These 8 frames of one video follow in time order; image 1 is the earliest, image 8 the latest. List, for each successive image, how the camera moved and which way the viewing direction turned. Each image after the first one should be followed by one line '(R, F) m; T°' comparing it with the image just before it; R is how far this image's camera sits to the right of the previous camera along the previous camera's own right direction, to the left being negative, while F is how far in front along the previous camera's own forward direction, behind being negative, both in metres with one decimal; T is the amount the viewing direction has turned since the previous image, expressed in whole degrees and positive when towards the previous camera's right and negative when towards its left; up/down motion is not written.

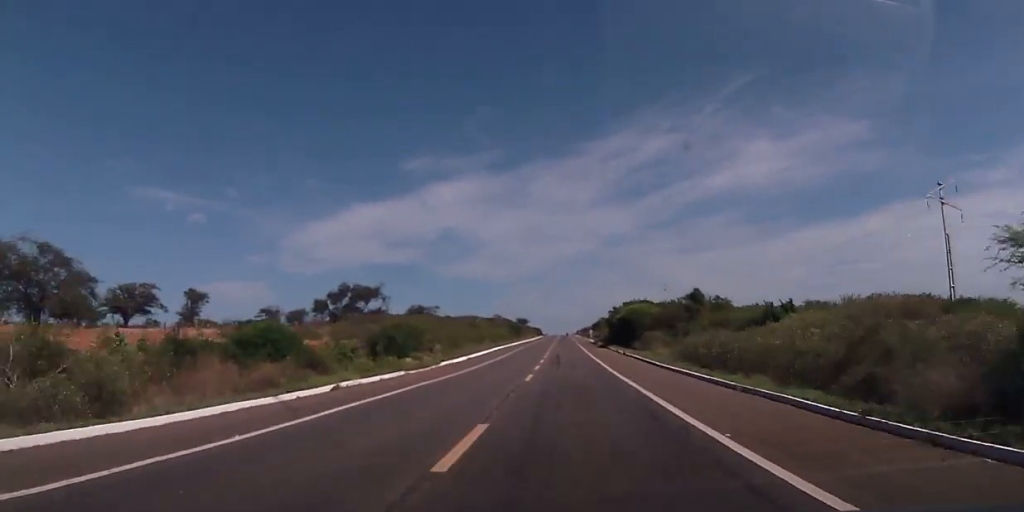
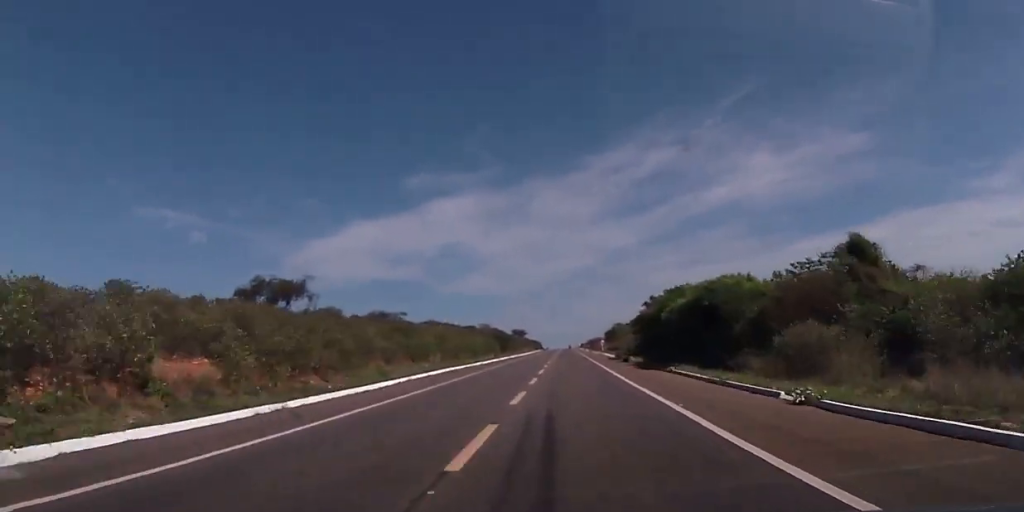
(+0.5, +41.1) m; +1°
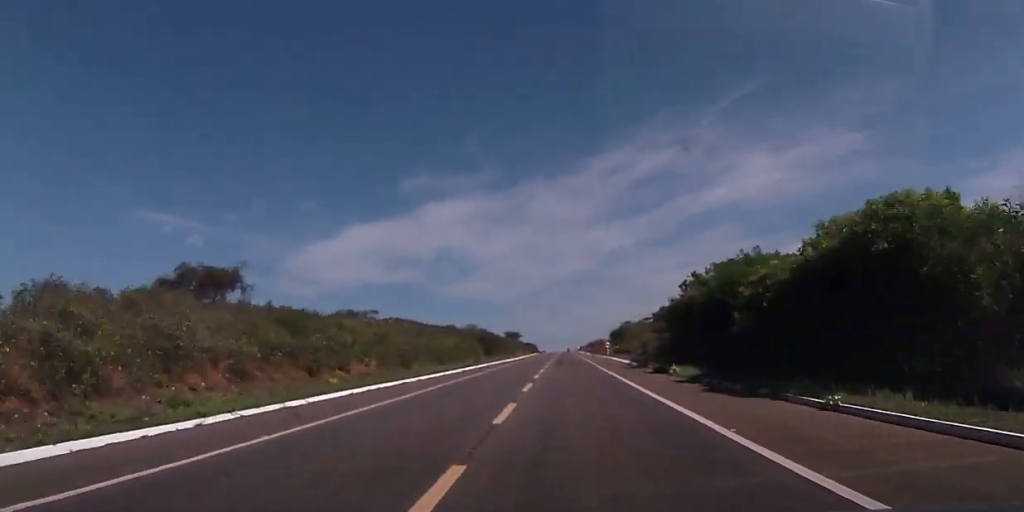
(0.0, +20.2) m; 0°
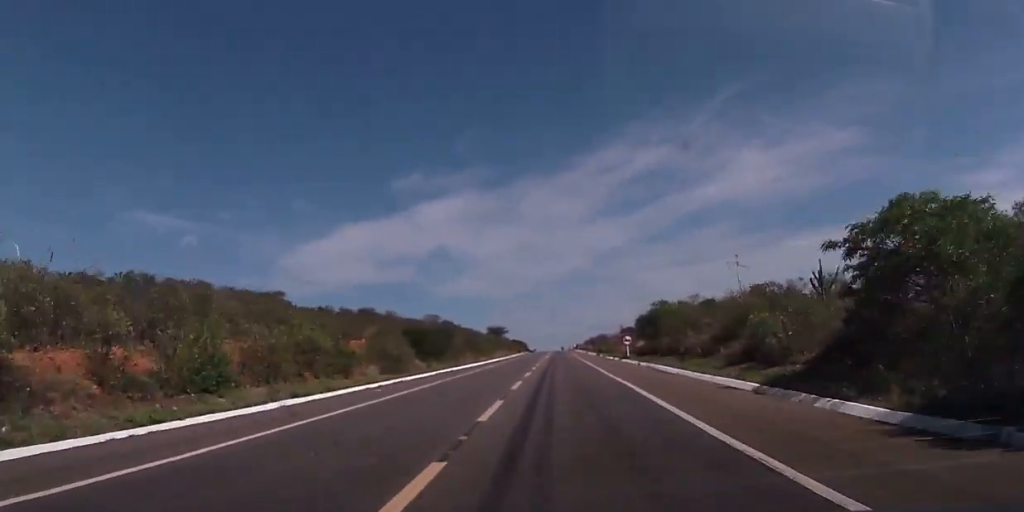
(0.0, +40.9) m; -1°
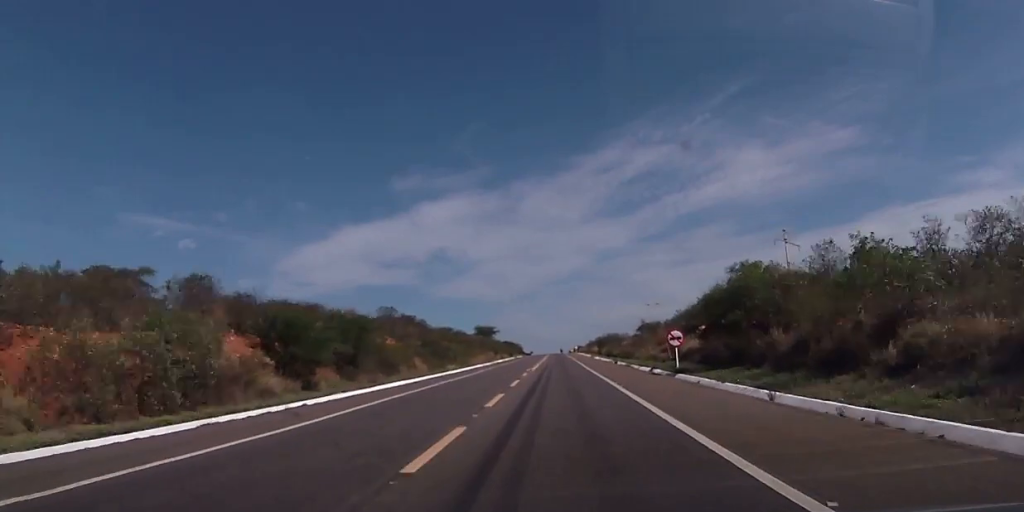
(-0.2, +29.3) m; 0°
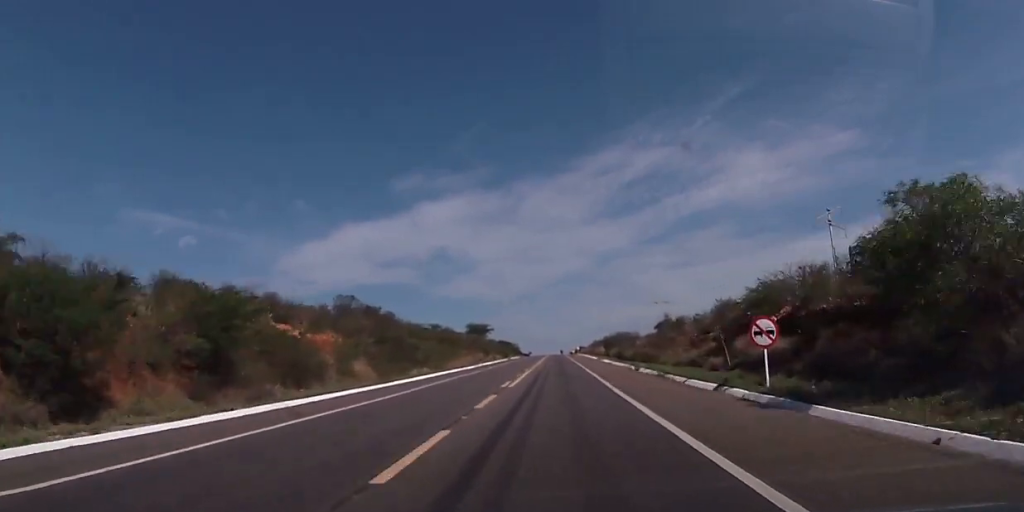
(-0.2, +17.2) m; 0°
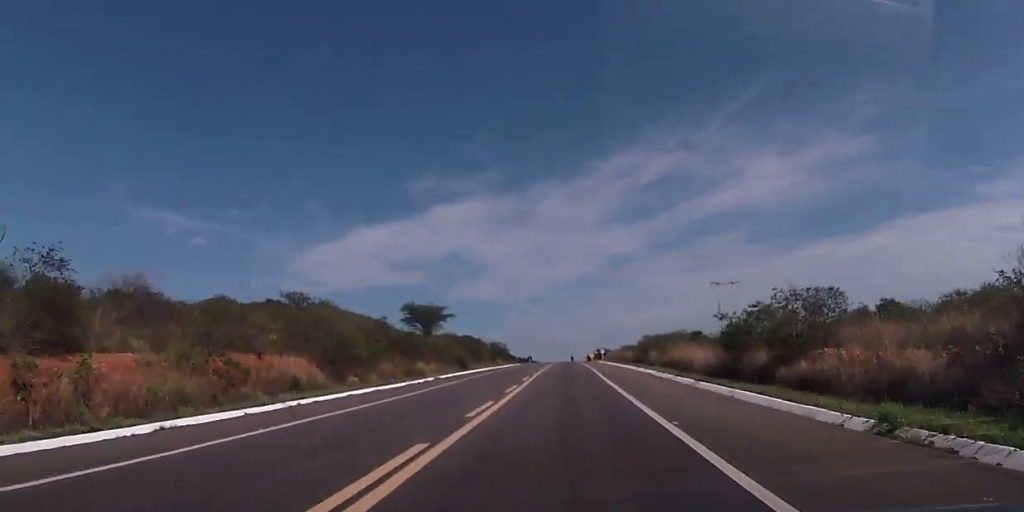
(-0.6, +75.5) m; -1°
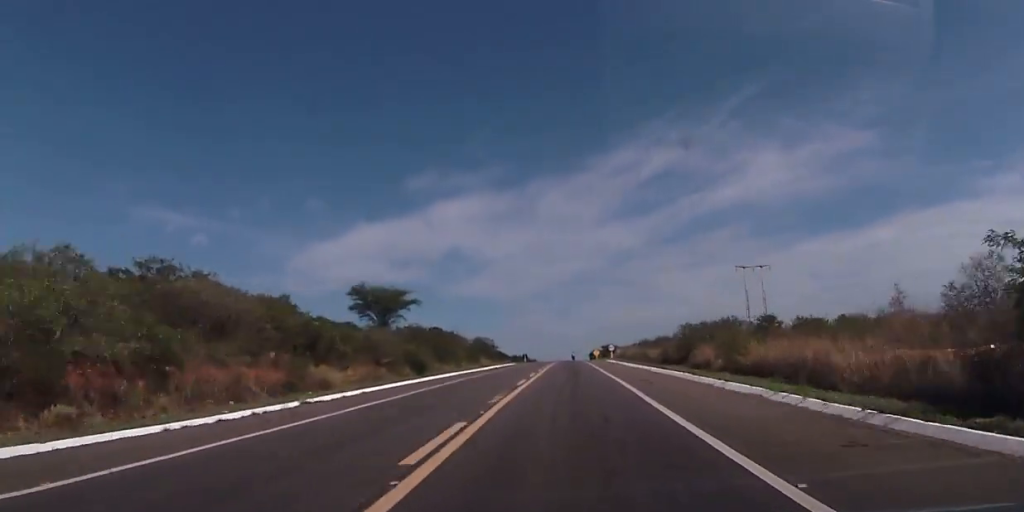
(+0.1, +22.7) m; 0°
